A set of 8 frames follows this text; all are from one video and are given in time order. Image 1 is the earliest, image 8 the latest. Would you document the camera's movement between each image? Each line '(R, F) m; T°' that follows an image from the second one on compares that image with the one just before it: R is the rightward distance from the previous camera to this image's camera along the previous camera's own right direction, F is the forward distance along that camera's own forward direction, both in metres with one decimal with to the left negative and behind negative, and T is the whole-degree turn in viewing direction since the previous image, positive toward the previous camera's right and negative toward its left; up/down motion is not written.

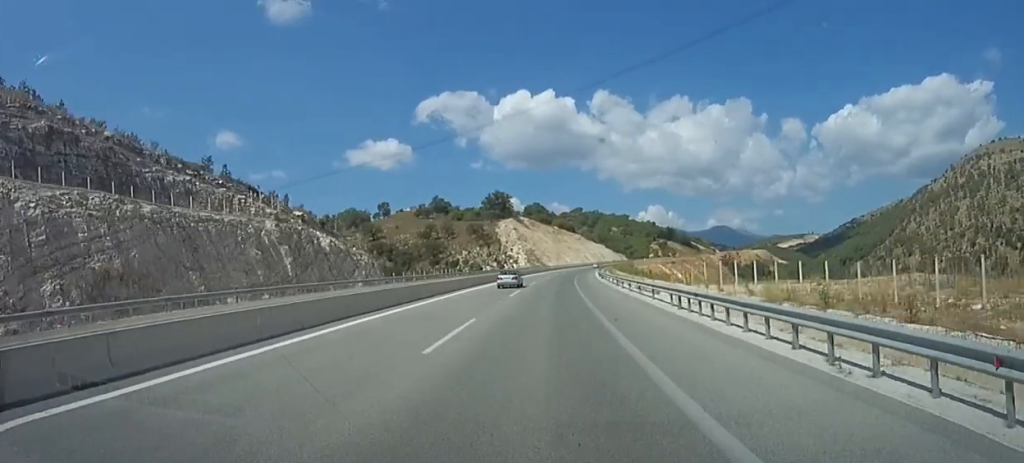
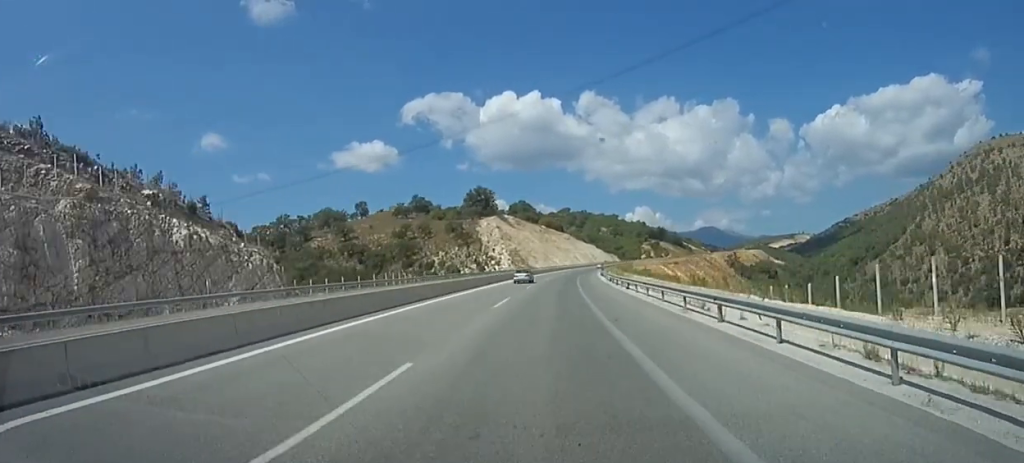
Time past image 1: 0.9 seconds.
(+0.3, +25.5) m; +2°
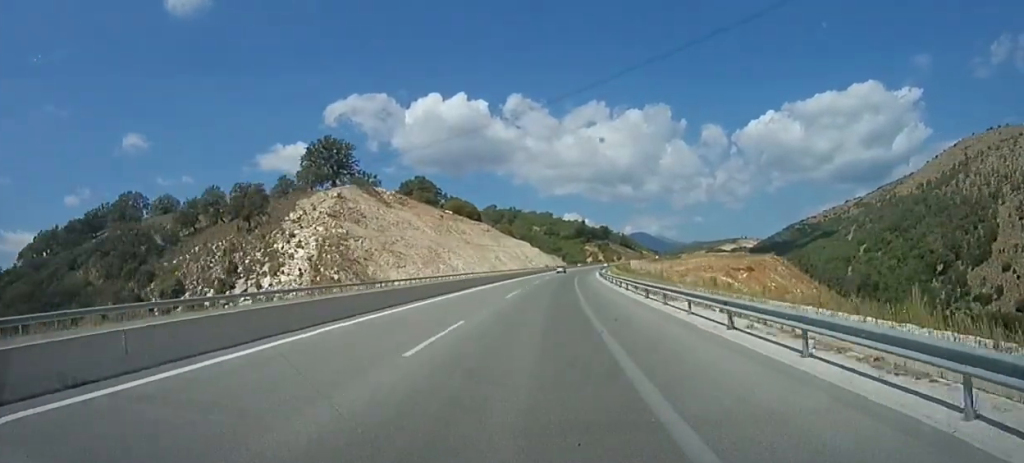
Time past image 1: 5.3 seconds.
(+7.0, +122.5) m; +7°
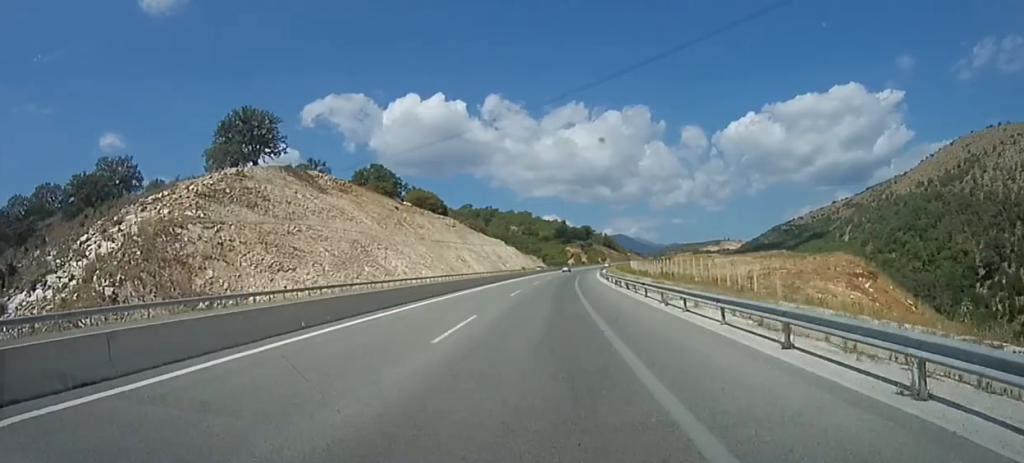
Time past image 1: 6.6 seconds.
(+0.1, +34.6) m; +2°
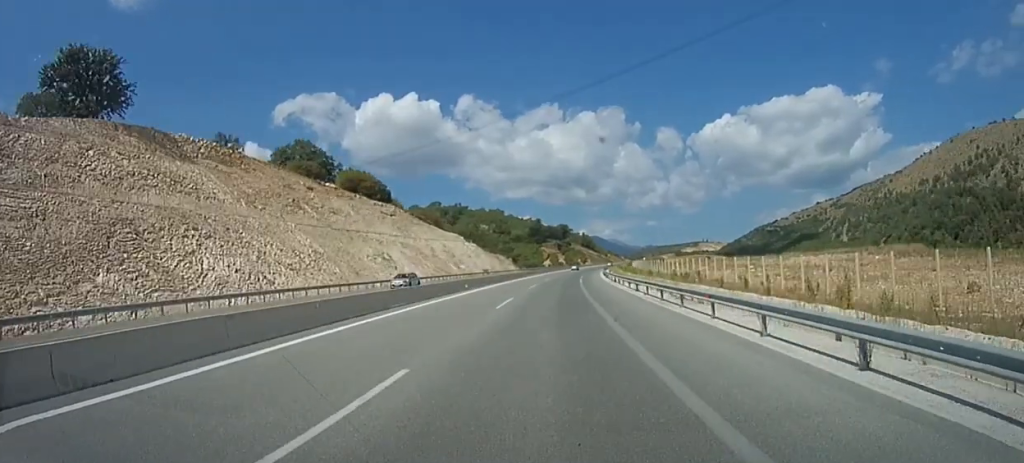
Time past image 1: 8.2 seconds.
(+1.9, +46.1) m; +4°
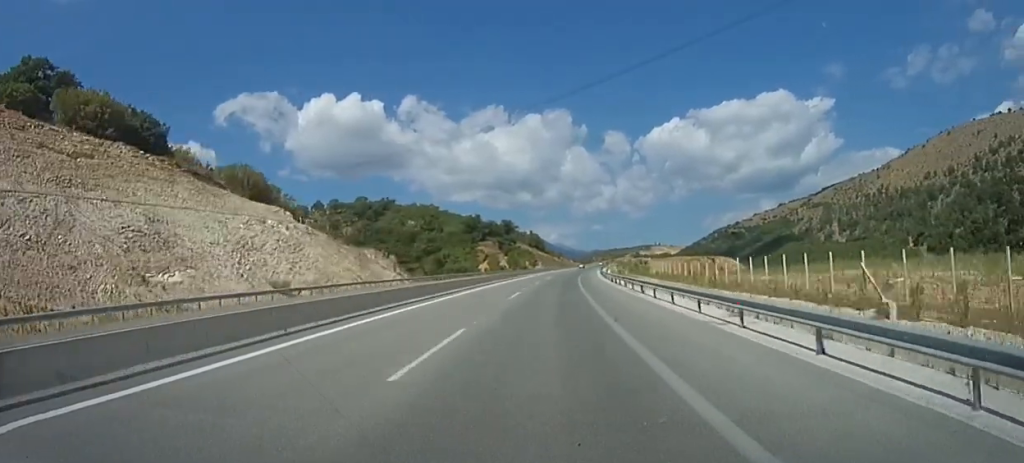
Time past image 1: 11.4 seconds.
(+3.8, +87.3) m; +5°
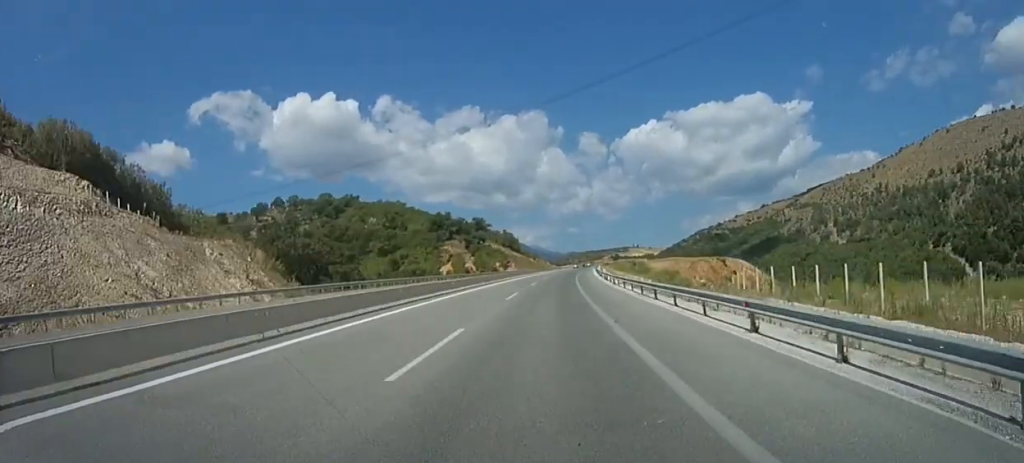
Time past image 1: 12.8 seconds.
(+0.6, +36.9) m; +2°
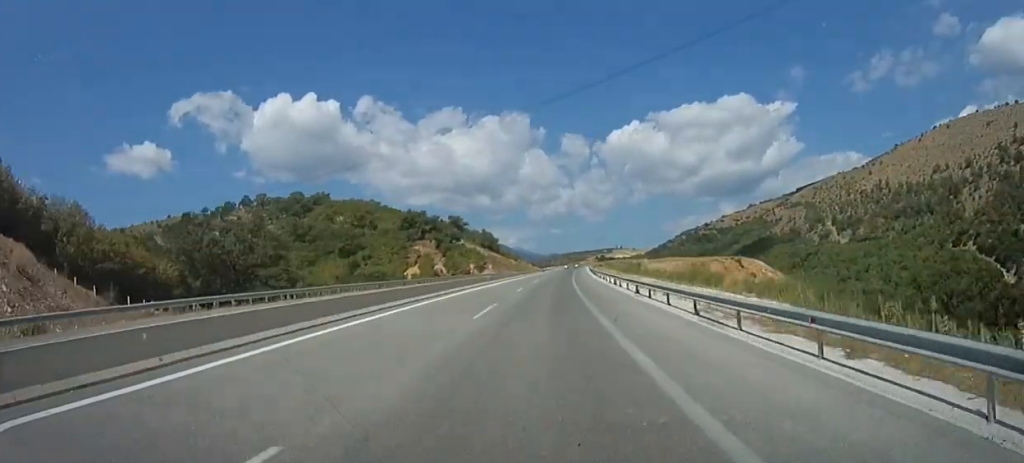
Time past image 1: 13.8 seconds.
(+0.5, +27.7) m; +1°
